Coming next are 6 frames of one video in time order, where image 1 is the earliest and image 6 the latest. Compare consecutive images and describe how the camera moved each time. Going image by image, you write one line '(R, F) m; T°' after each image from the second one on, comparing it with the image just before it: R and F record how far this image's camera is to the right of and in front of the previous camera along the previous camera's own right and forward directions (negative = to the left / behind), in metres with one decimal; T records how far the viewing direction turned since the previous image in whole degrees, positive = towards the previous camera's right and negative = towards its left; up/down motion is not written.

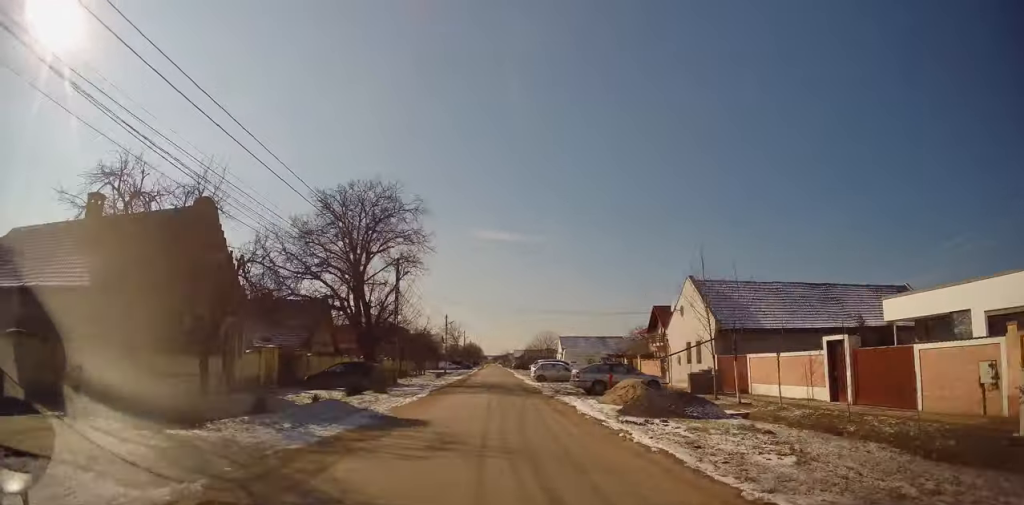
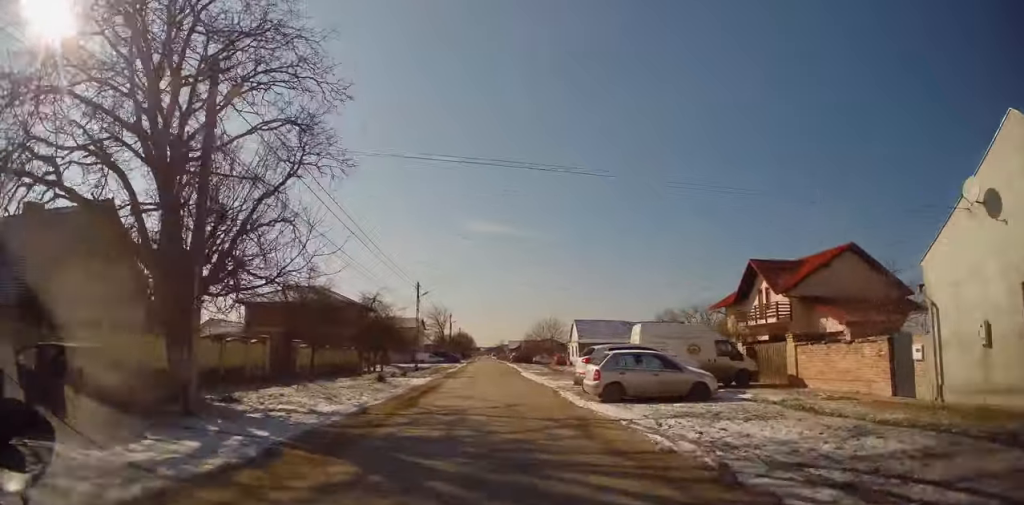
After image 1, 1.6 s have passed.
(+0.2, +23.2) m; +1°
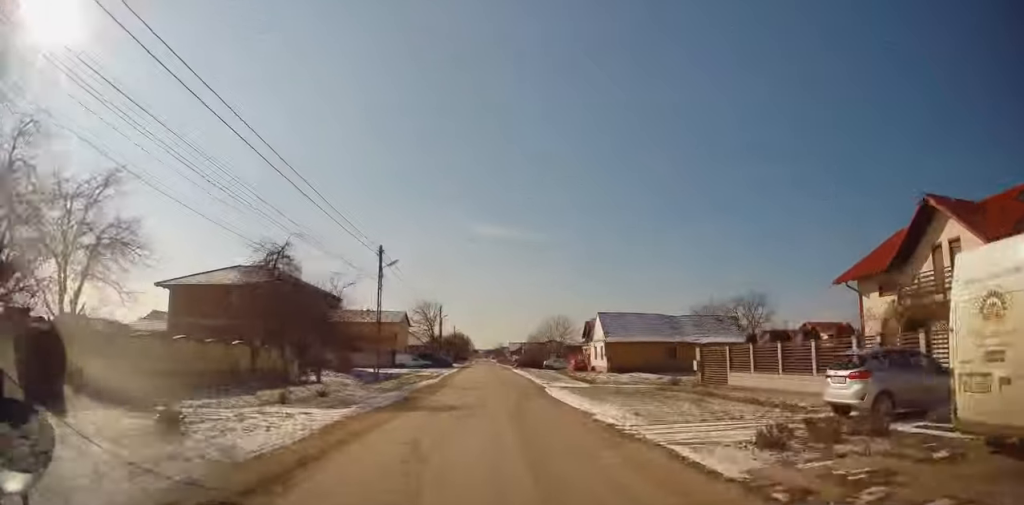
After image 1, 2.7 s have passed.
(+0.5, +16.2) m; +1°
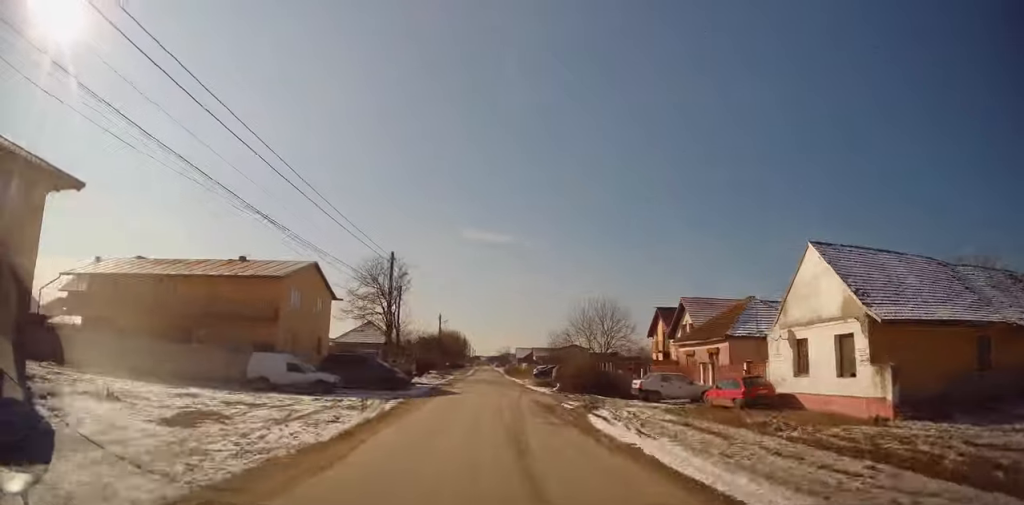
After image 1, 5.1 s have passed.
(-0.6, +37.6) m; -1°
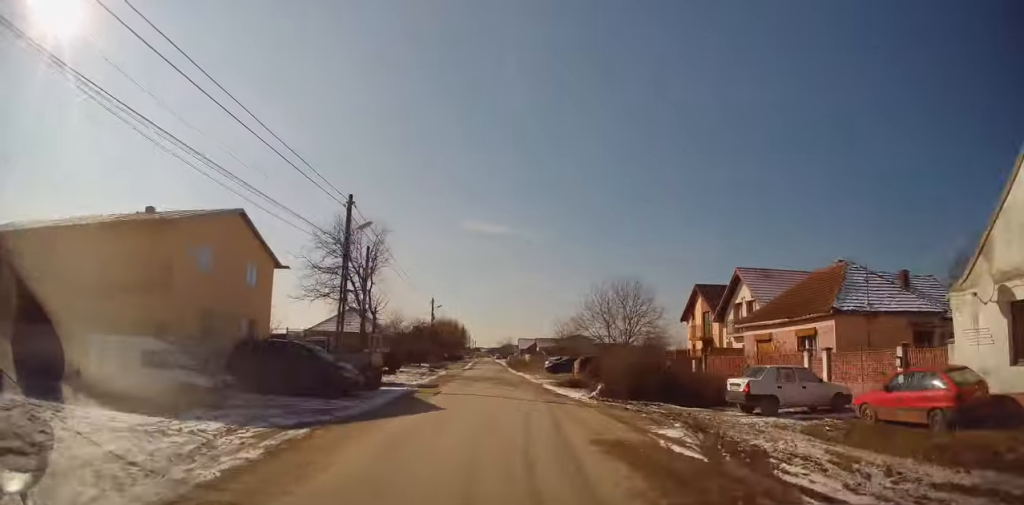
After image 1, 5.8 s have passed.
(+0.1, +10.3) m; 0°
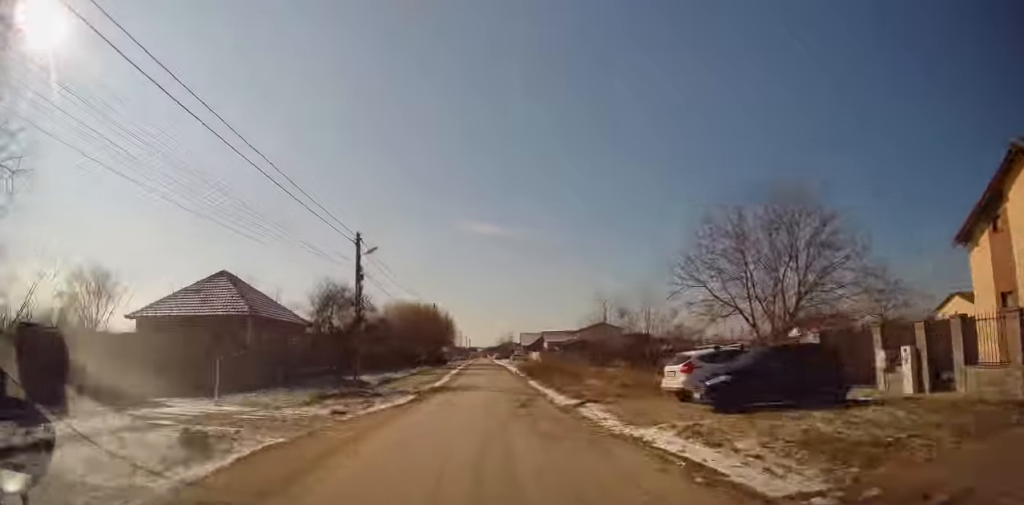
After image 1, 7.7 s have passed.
(0.0, +32.9) m; -1°
